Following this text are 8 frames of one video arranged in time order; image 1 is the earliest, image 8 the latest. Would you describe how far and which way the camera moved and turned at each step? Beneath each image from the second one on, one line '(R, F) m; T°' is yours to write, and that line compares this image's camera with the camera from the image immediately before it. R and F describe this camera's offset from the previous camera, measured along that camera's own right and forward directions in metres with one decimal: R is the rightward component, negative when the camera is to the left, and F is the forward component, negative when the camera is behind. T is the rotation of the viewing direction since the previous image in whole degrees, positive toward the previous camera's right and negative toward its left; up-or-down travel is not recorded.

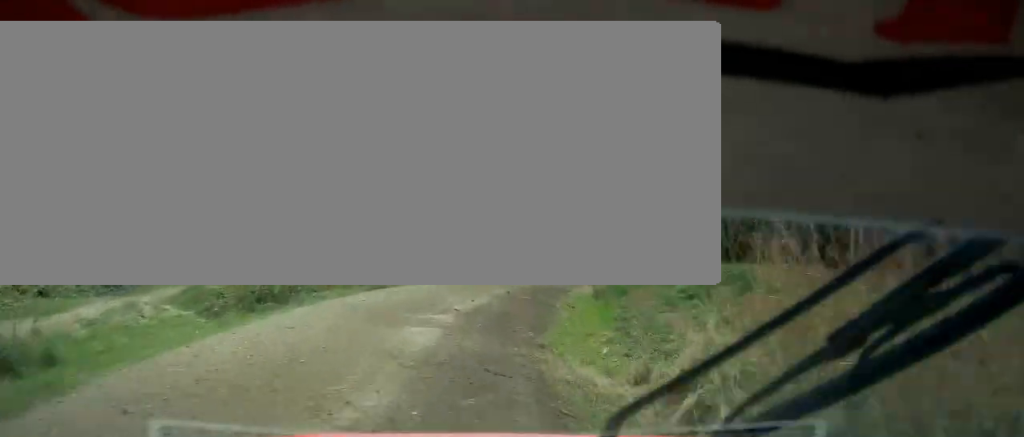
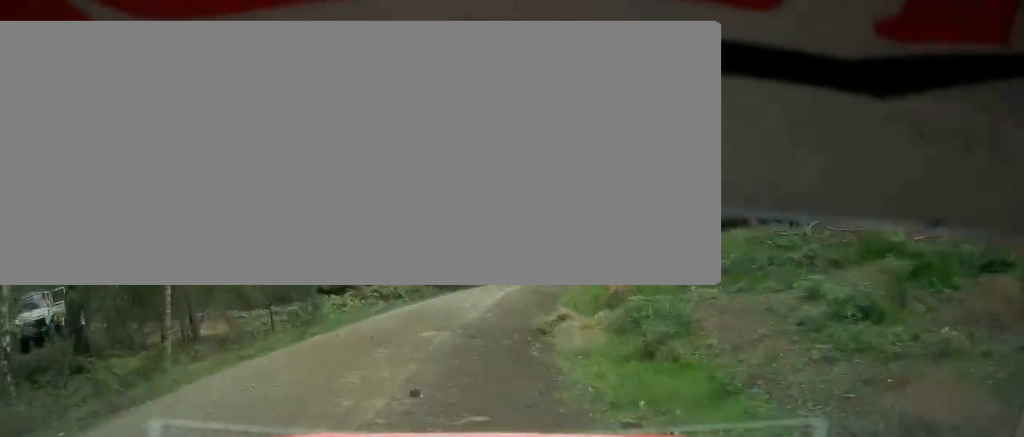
(+1.7, +13.2) m; +7°
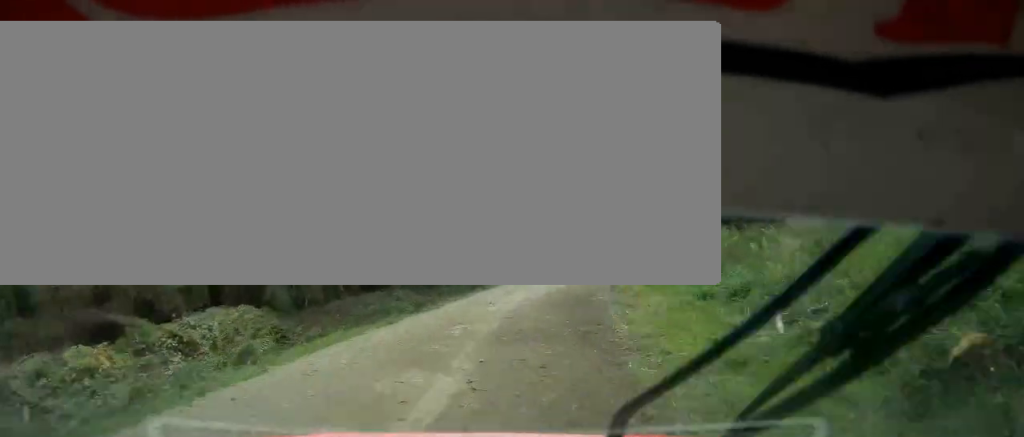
(+1.0, +15.5) m; +6°
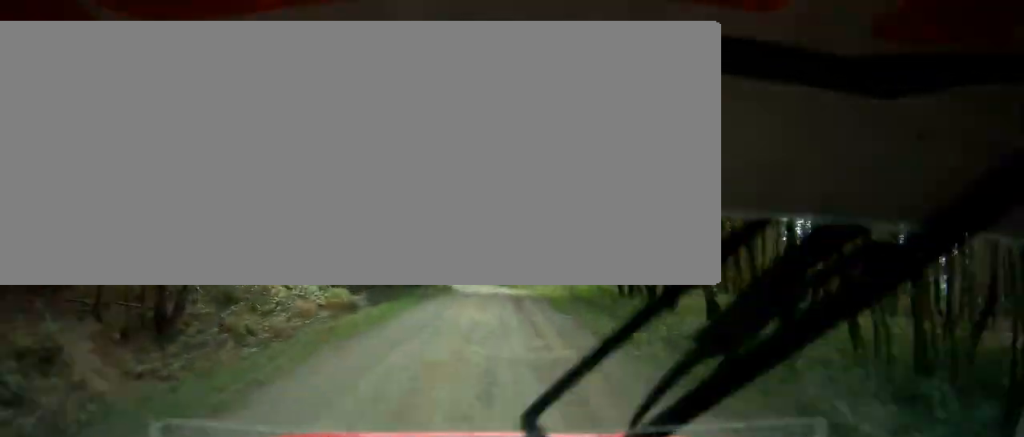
(+2.7, +42.3) m; +5°
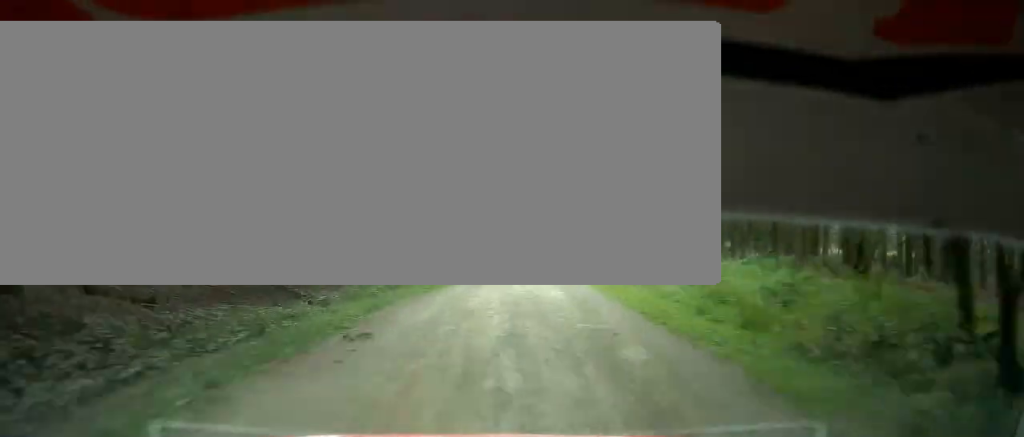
(+0.2, +17.9) m; 0°
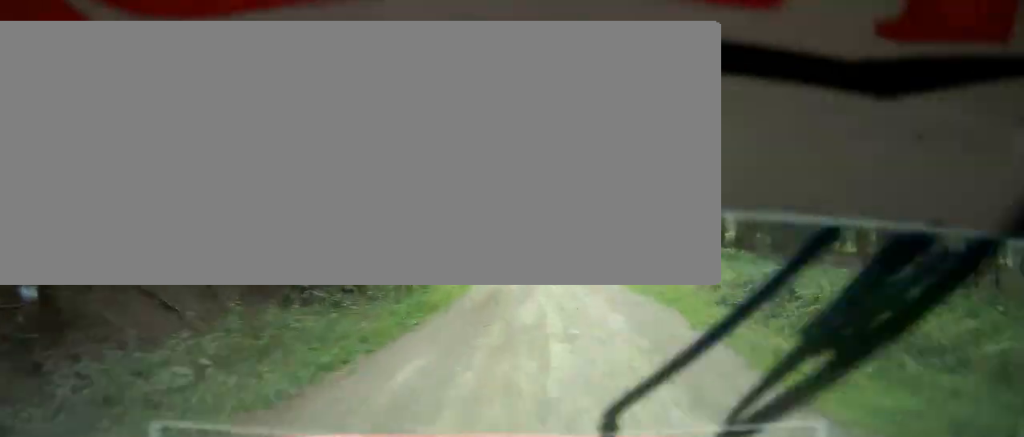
(+0.3, +10.2) m; -1°
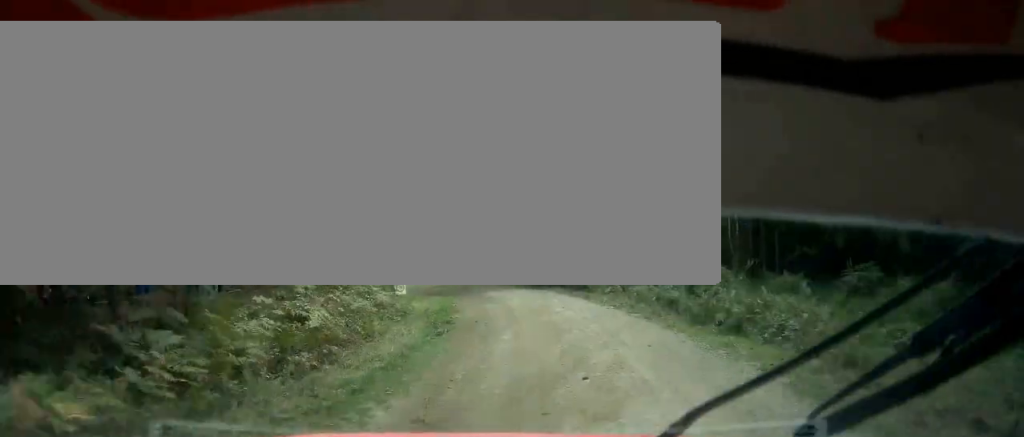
(-15.8, +52.3) m; -44°
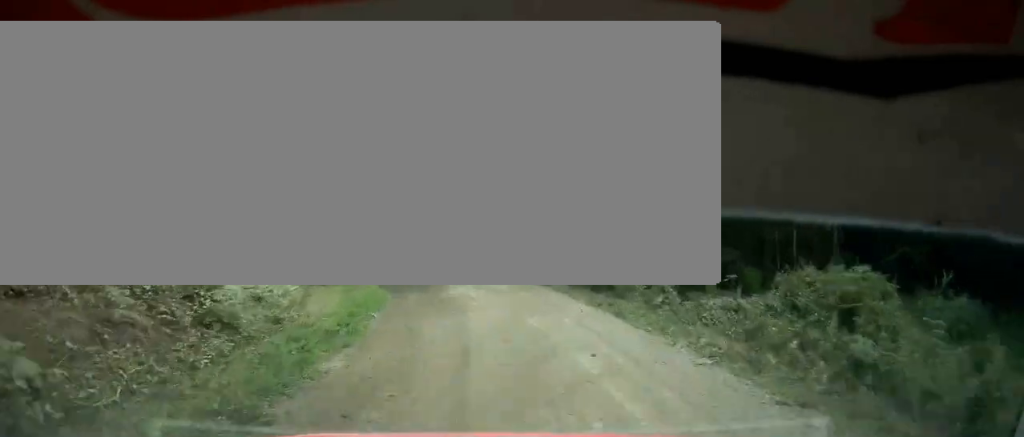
(-1.0, +8.0) m; -12°
